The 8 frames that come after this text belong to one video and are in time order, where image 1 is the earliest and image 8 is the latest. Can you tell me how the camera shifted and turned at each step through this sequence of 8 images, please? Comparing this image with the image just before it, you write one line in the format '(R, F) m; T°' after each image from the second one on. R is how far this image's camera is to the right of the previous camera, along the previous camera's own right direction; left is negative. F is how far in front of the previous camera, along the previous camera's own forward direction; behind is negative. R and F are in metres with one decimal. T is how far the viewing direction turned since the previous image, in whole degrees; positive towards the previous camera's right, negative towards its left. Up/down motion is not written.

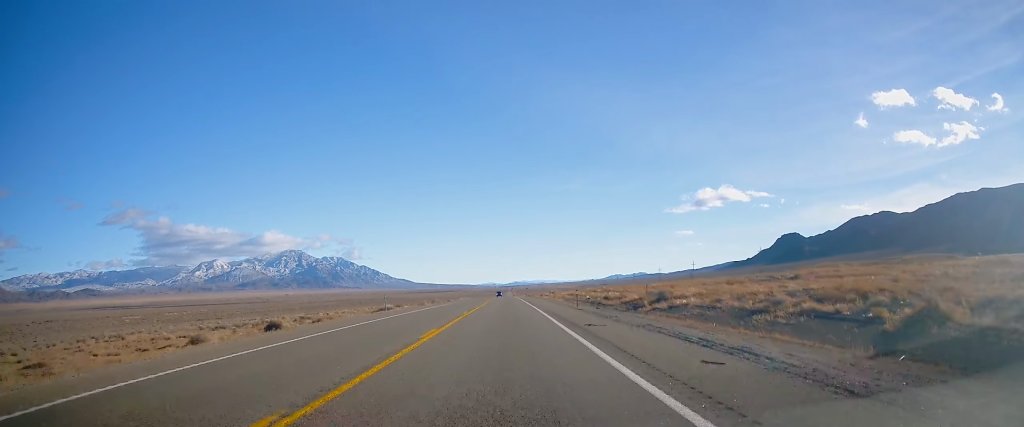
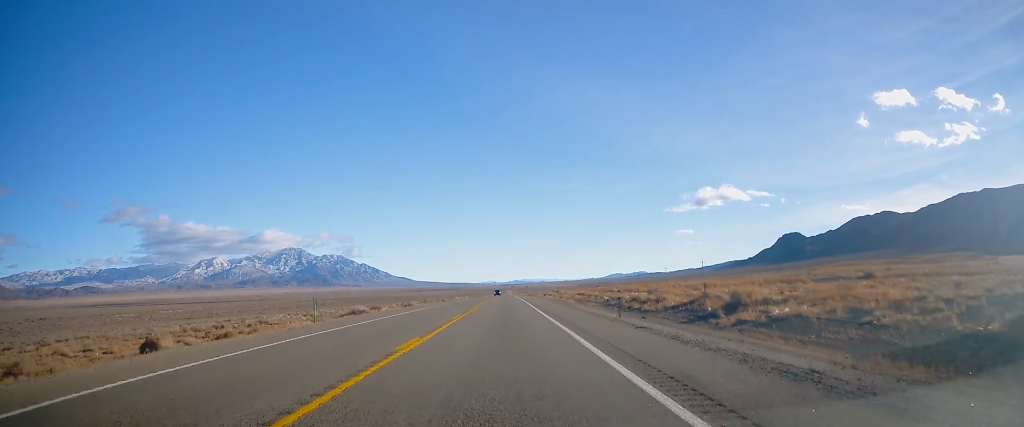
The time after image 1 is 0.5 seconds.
(-0.2, +15.6) m; 0°
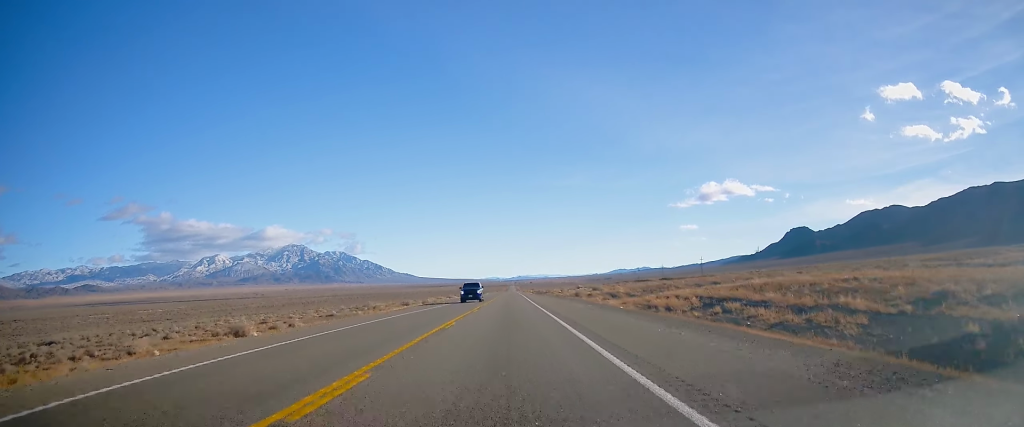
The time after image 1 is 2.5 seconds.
(0.0, +68.2) m; 0°
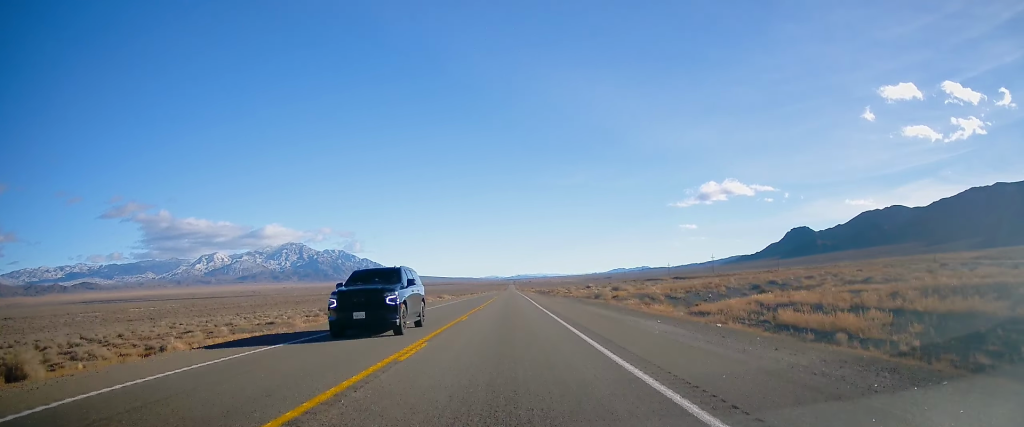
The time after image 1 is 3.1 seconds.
(+0.1, +20.0) m; 0°
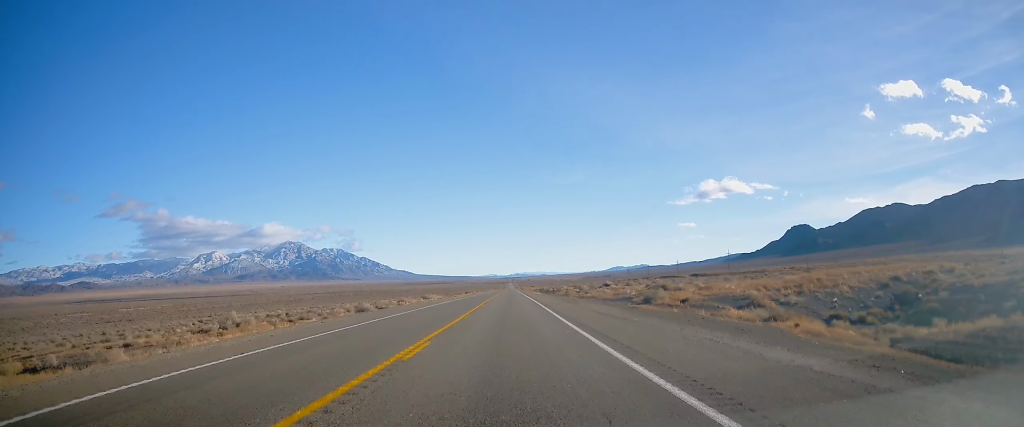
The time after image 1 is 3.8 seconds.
(-0.2, +24.3) m; 0°
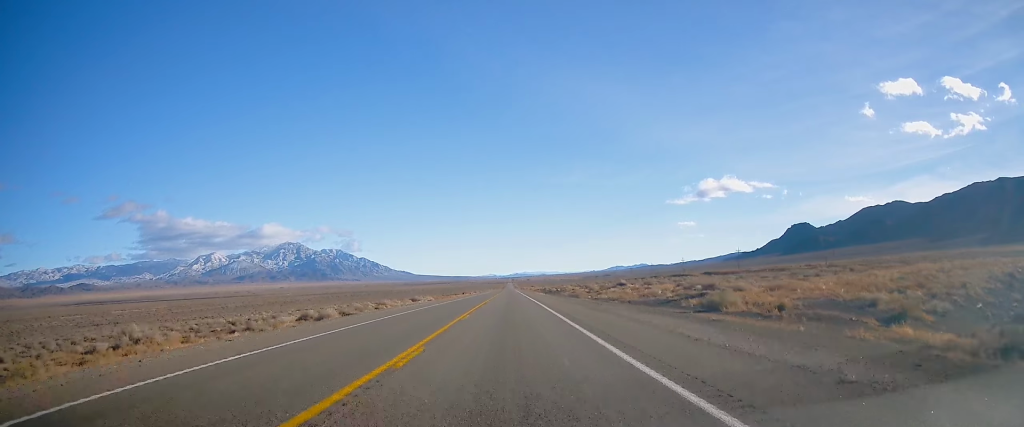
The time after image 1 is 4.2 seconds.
(0.0, +13.1) m; 0°
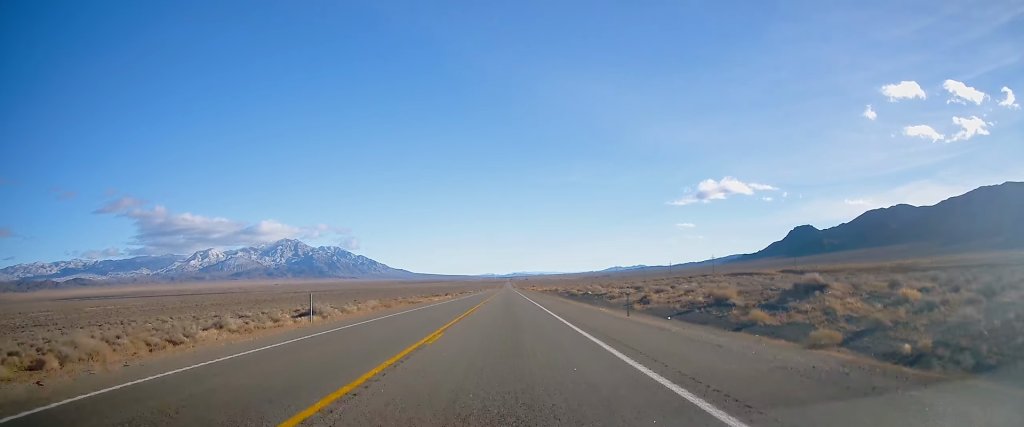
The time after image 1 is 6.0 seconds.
(+0.4, +57.2) m; 0°
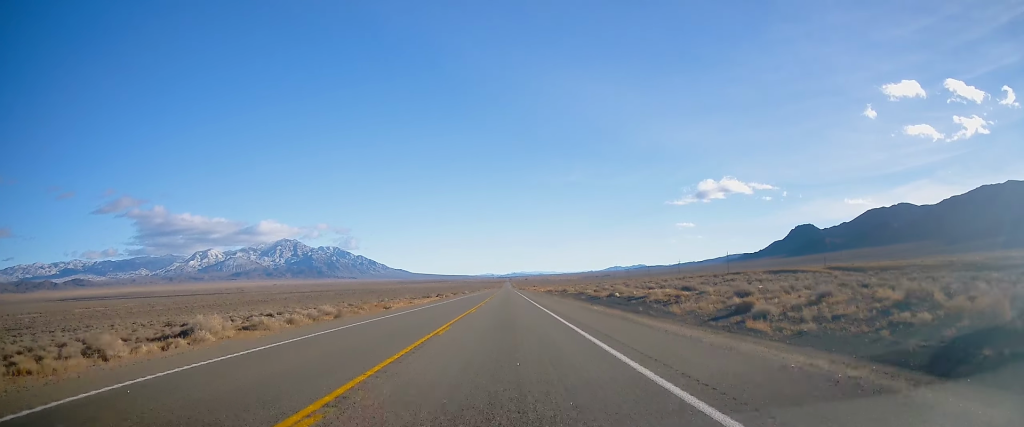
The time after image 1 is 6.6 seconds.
(-0.1, +21.9) m; 0°
